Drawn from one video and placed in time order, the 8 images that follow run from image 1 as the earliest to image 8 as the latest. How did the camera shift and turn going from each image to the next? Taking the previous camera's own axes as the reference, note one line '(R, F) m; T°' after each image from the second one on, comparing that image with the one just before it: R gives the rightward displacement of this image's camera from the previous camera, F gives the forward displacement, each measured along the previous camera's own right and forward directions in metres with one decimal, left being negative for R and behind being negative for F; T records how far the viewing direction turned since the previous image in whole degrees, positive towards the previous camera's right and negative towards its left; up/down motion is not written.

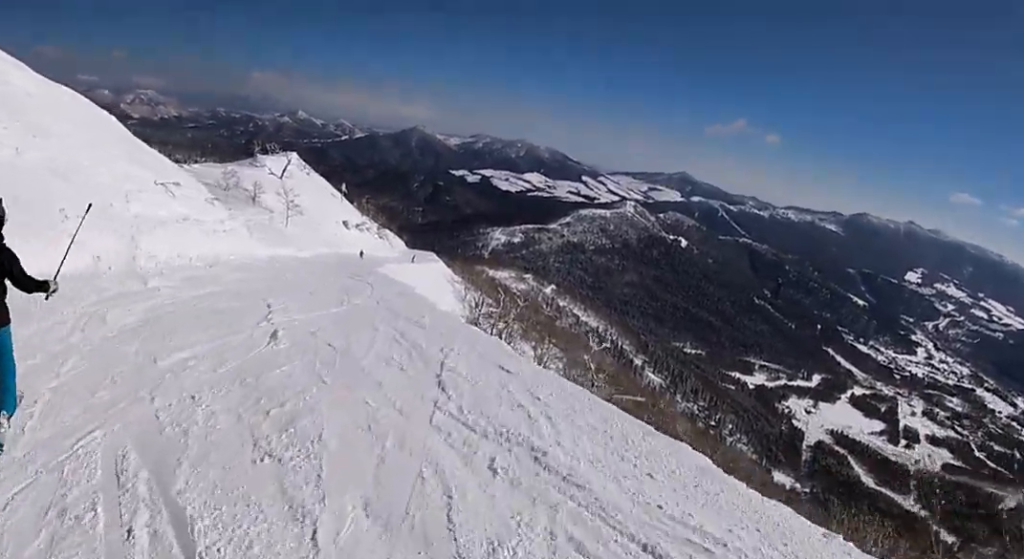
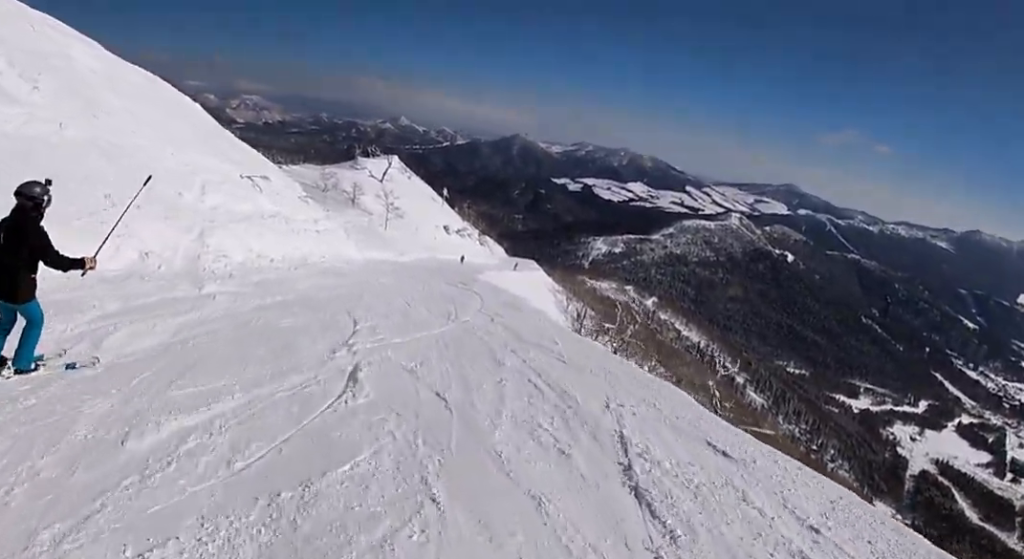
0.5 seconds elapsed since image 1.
(-0.6, +3.4) m; -8°
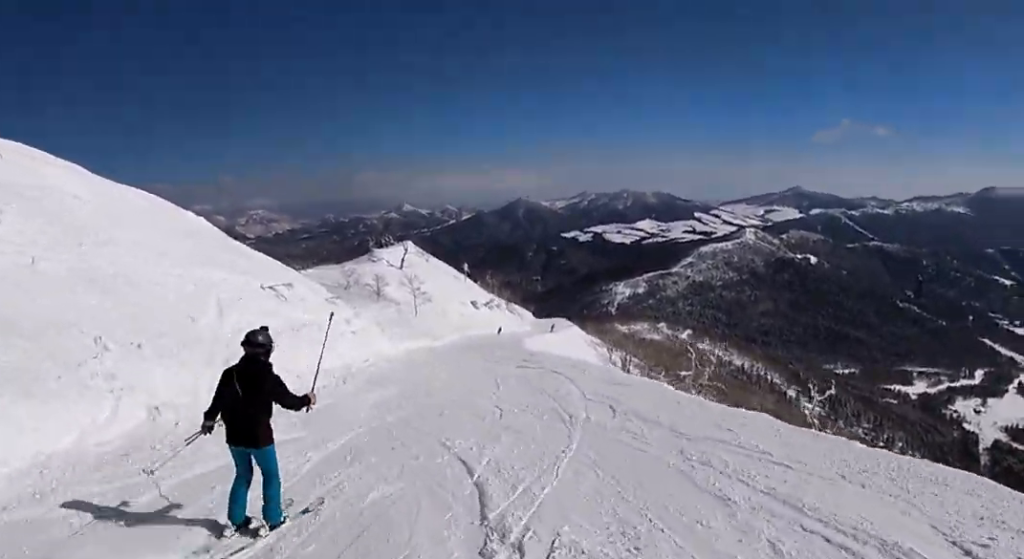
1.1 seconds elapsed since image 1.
(-0.3, +3.6) m; -4°
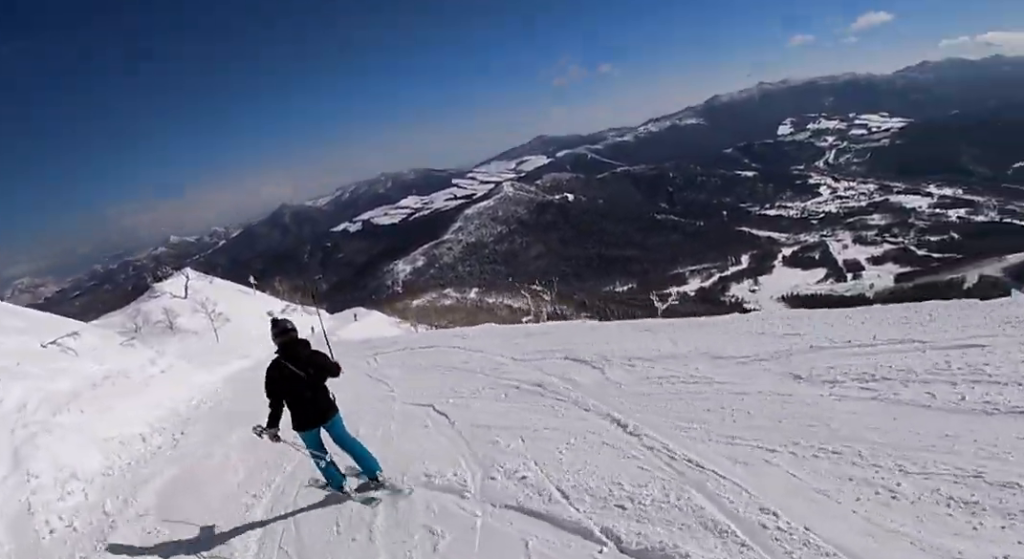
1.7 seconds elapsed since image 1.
(-0.4, +3.9) m; +7°
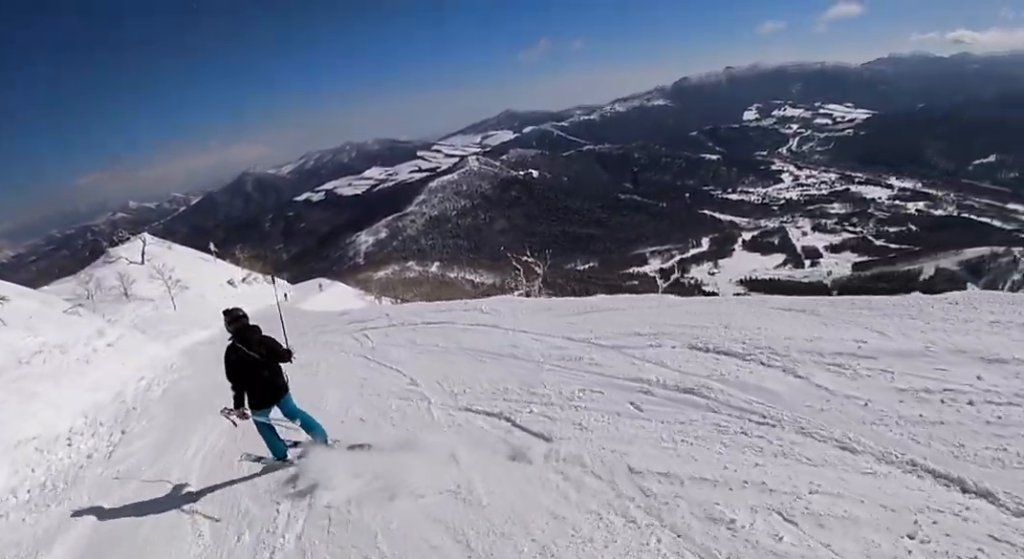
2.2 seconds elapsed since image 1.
(+0.2, +3.4) m; +4°
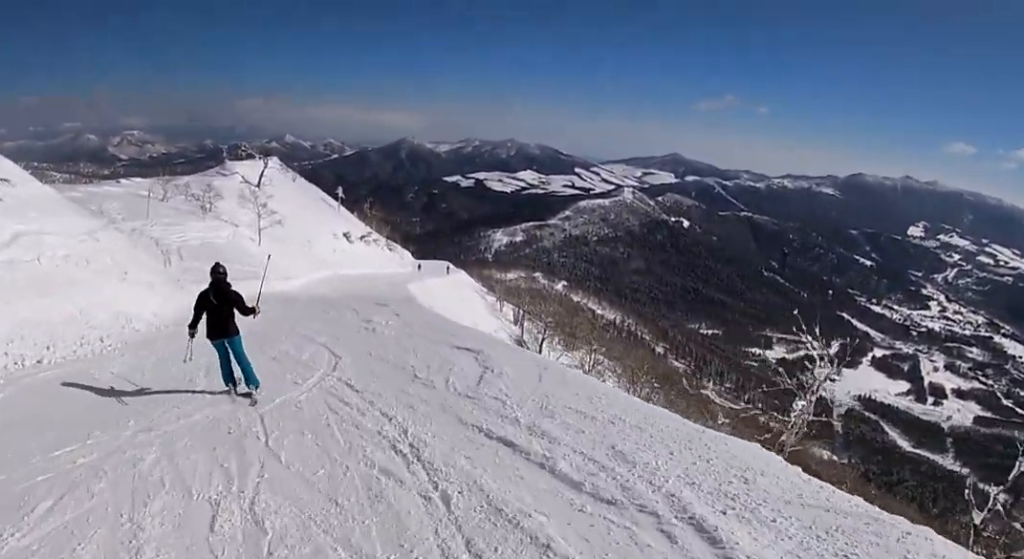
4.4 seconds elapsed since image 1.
(-0.4, +15.3) m; -3°
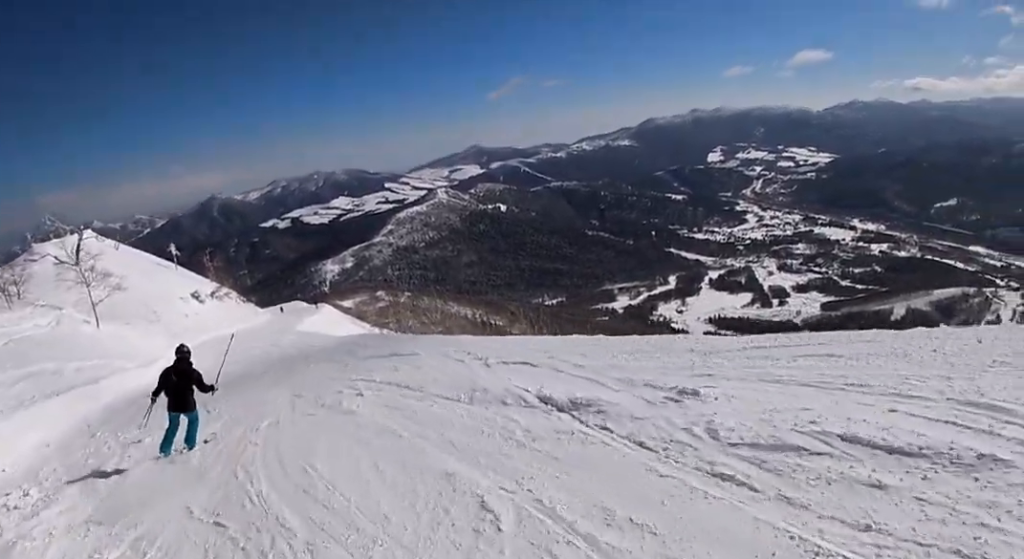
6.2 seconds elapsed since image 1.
(+2.9, +14.3) m; +14°
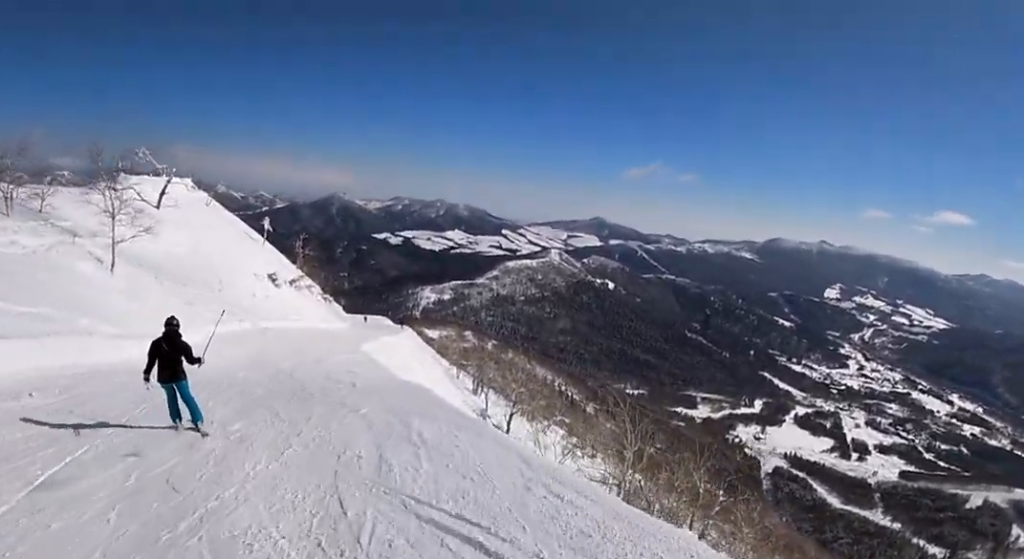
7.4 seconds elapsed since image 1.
(-0.8, +9.4) m; -16°
